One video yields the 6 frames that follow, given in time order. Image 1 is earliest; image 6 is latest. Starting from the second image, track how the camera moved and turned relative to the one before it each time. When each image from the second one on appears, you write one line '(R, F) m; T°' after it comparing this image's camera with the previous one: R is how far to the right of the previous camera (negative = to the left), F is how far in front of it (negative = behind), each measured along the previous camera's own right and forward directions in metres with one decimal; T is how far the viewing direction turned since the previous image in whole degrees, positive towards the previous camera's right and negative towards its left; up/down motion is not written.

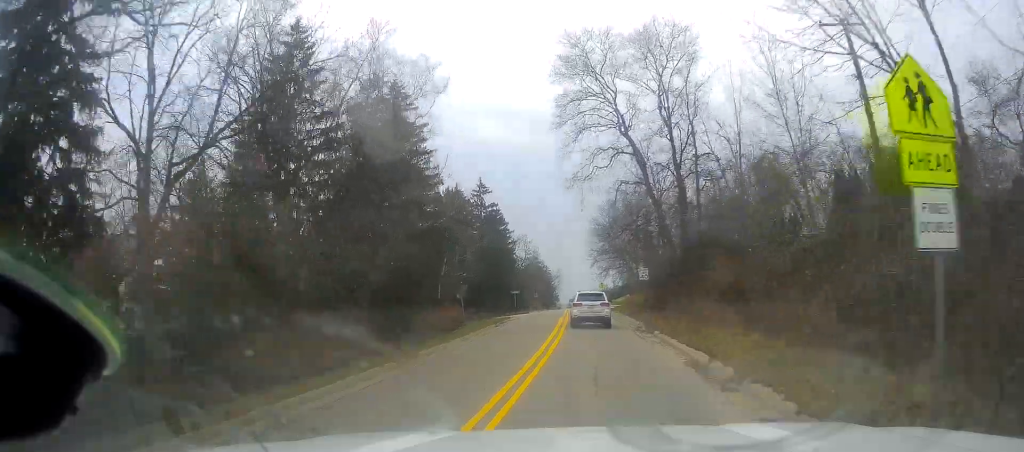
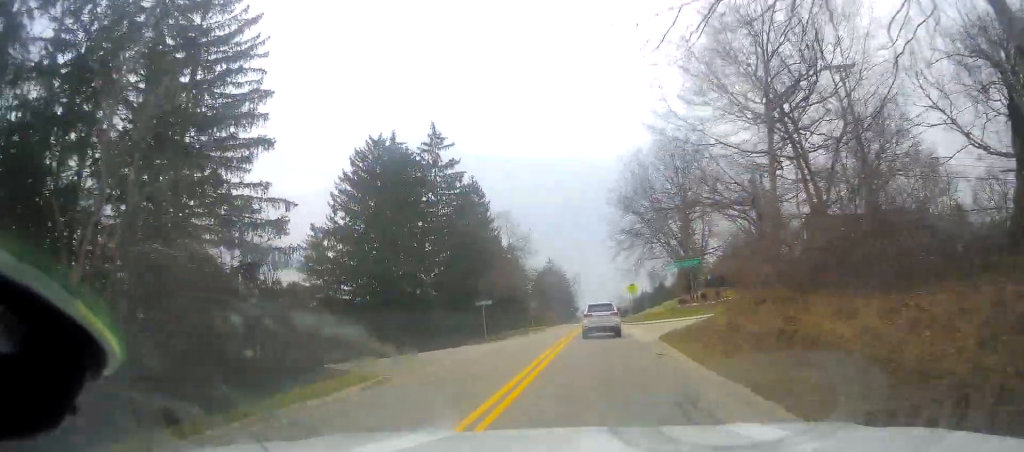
(-0.9, +35.4) m; -1°
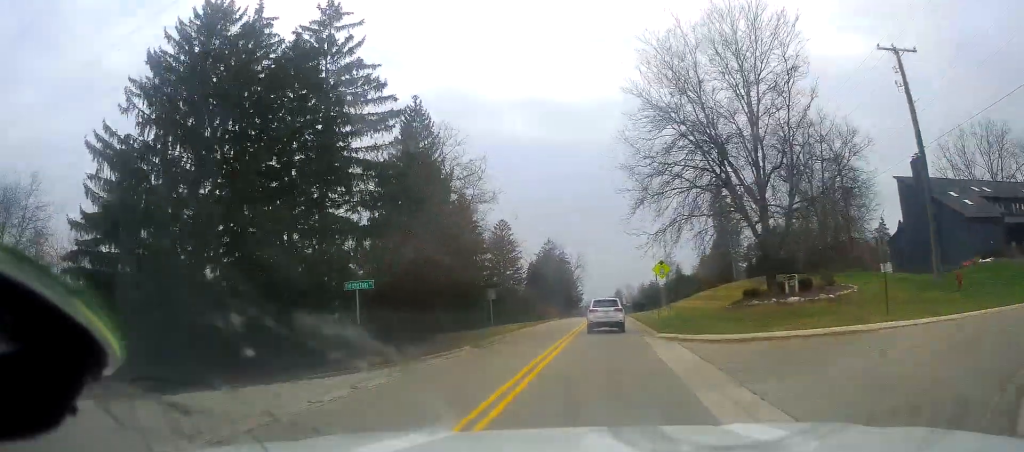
(0.0, +25.7) m; +2°
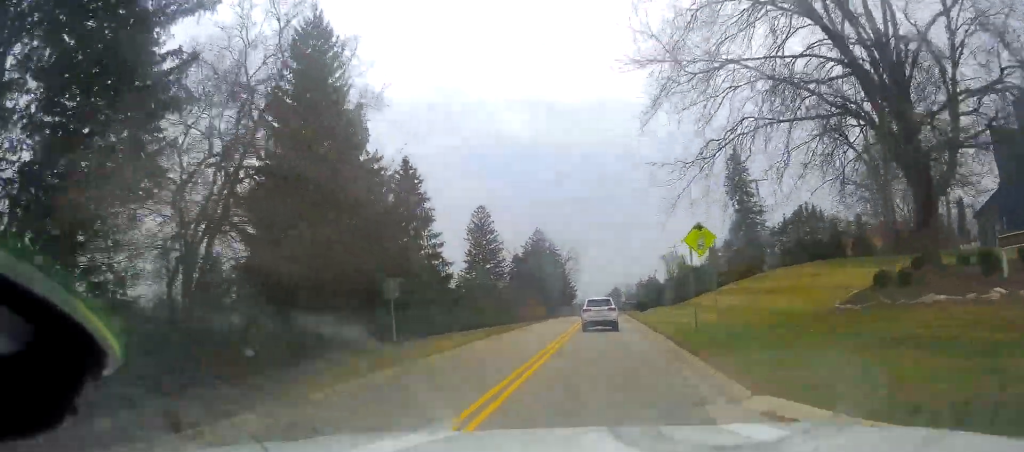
(+0.5, +17.1) m; 0°
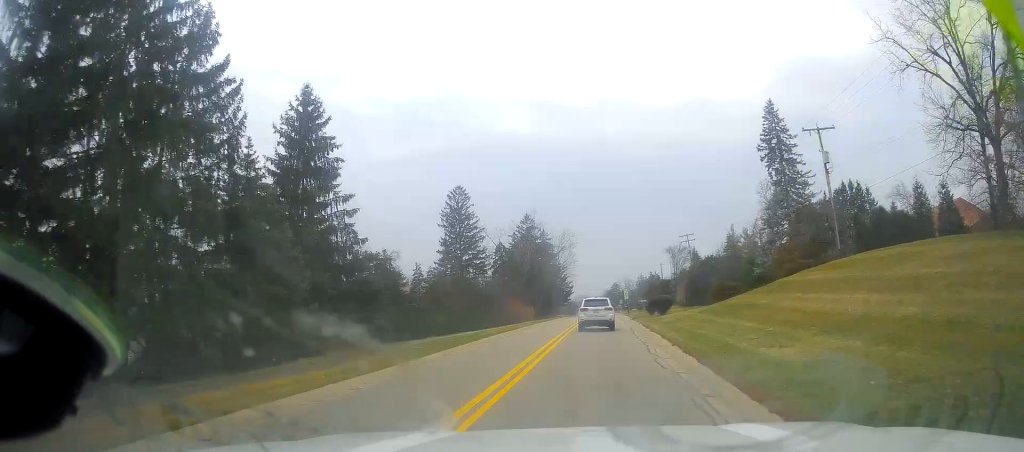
(-0.4, +17.4) m; -1°
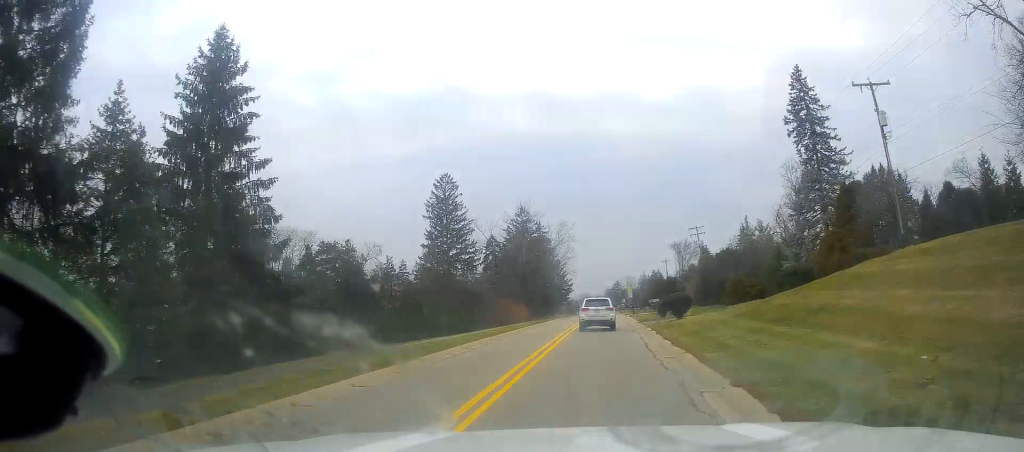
(-0.1, +8.8) m; 0°
